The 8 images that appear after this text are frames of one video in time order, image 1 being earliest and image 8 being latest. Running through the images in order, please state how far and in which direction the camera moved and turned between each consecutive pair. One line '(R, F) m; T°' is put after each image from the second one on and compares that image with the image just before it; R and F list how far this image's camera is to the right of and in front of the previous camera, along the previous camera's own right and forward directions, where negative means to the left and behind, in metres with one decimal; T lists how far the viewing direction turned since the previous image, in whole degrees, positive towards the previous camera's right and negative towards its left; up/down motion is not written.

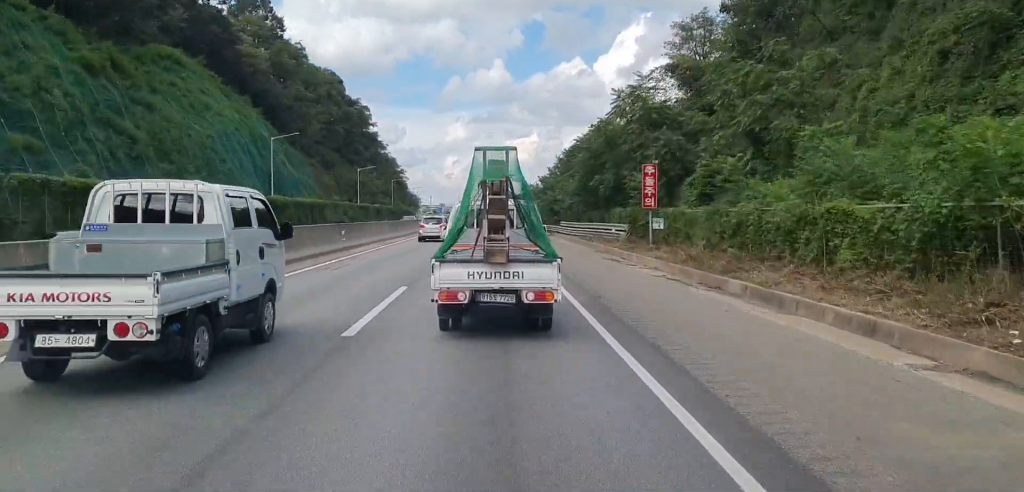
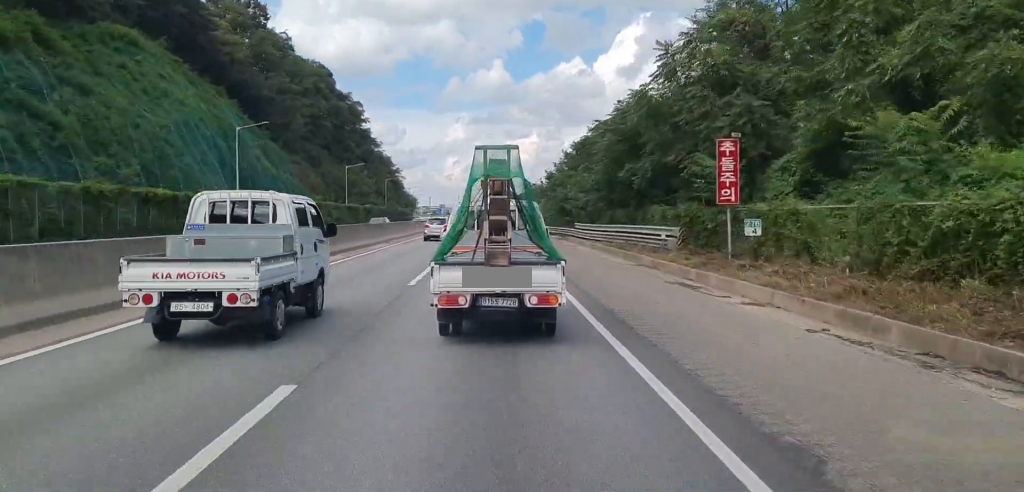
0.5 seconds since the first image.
(0.0, +10.7) m; 0°
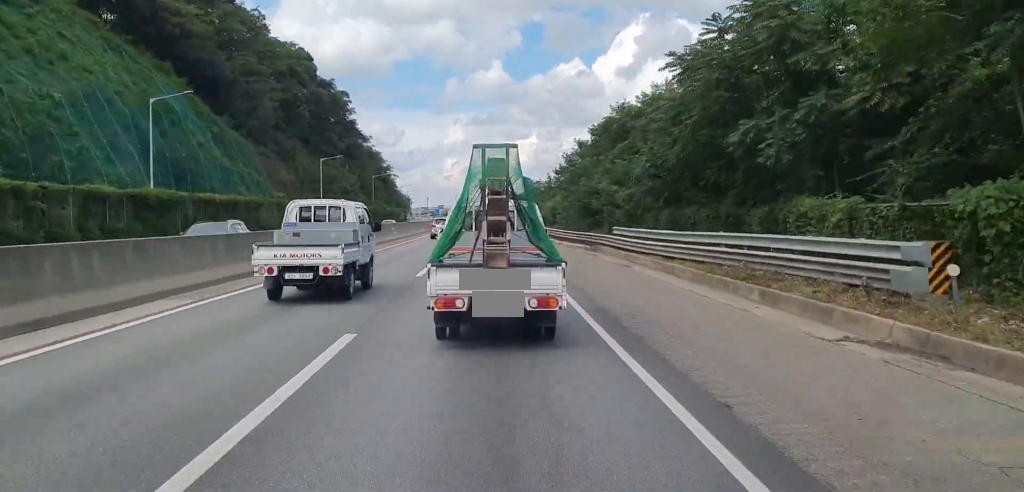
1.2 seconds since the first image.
(+0.1, +17.2) m; 0°
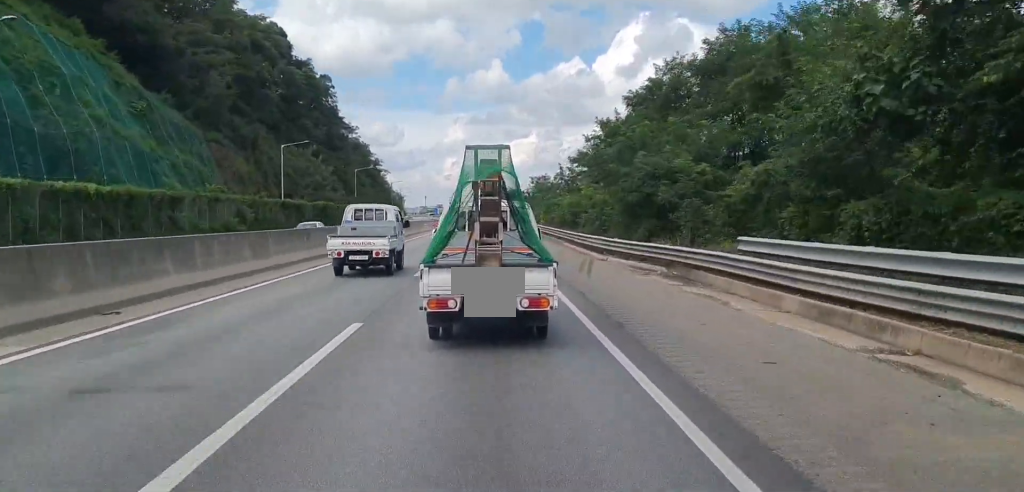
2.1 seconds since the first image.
(-0.3, +19.0) m; -1°
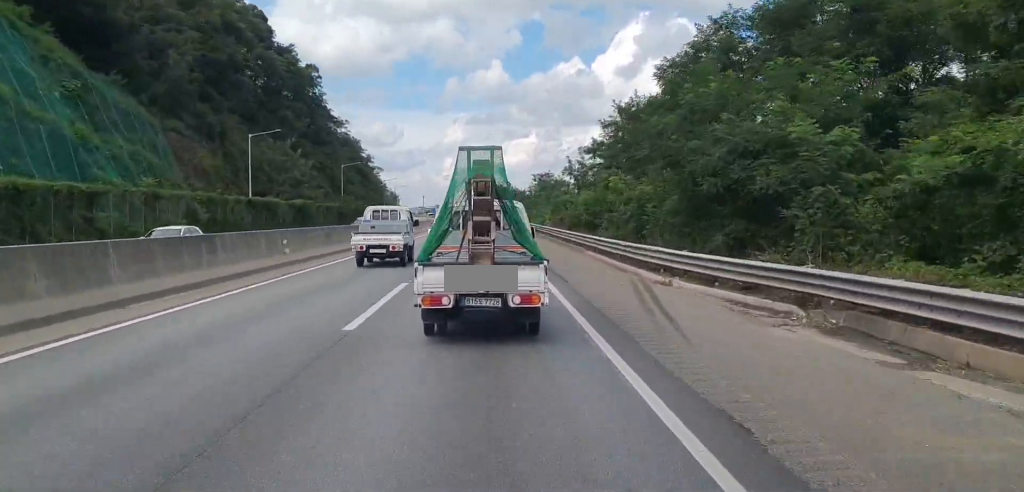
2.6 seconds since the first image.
(-0.1, +10.8) m; 0°
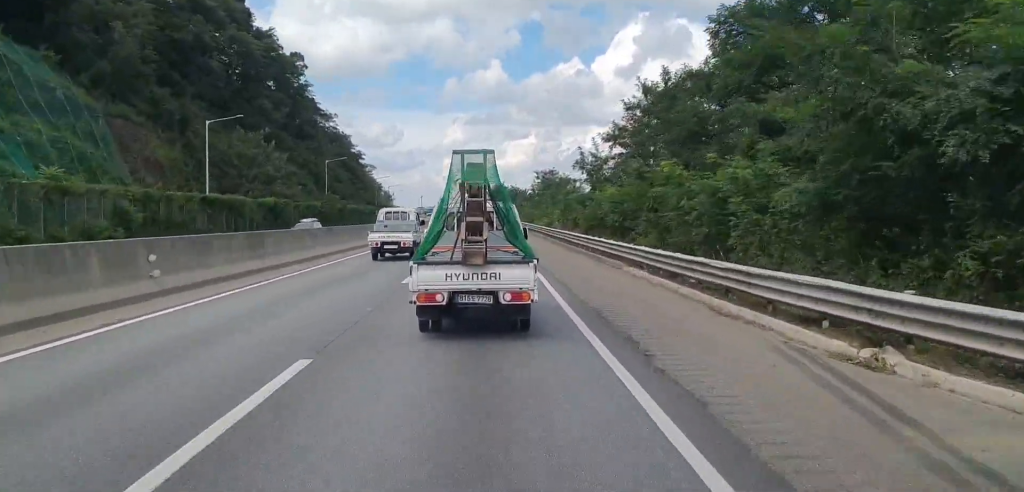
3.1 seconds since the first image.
(+0.1, +10.7) m; 0°
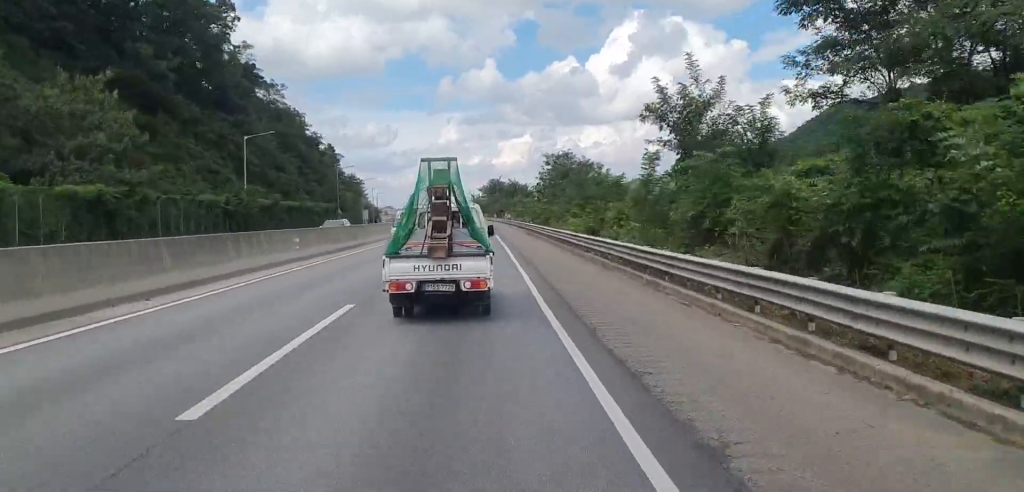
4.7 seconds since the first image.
(+0.1, +33.0) m; 0°
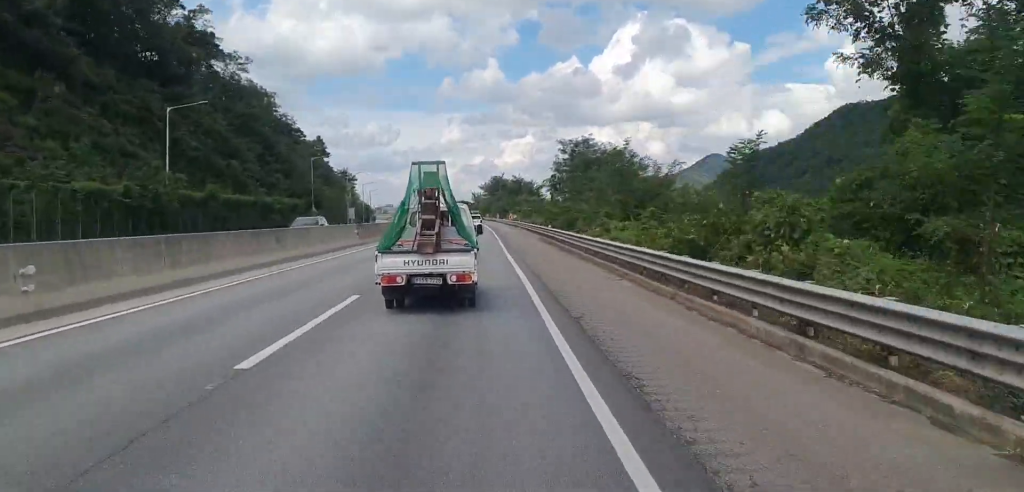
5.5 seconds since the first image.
(0.0, +18.2) m; 0°
